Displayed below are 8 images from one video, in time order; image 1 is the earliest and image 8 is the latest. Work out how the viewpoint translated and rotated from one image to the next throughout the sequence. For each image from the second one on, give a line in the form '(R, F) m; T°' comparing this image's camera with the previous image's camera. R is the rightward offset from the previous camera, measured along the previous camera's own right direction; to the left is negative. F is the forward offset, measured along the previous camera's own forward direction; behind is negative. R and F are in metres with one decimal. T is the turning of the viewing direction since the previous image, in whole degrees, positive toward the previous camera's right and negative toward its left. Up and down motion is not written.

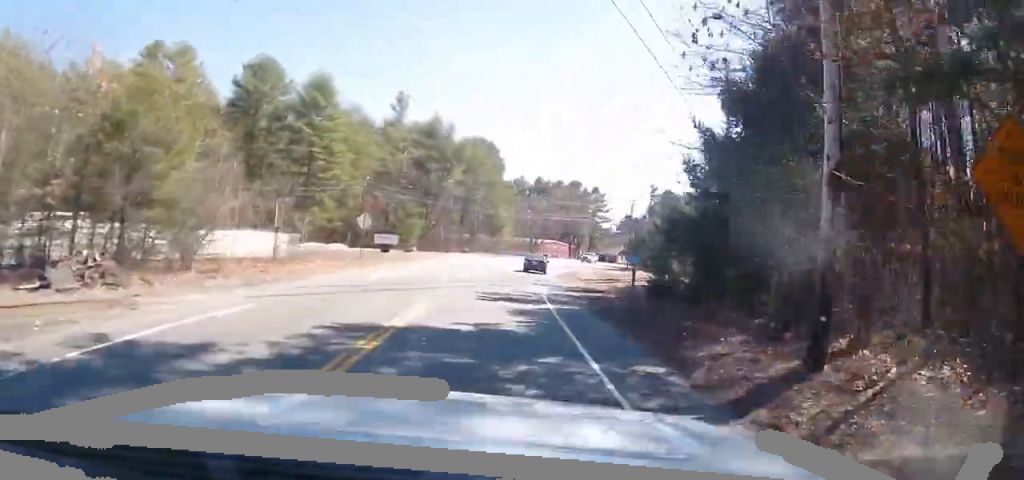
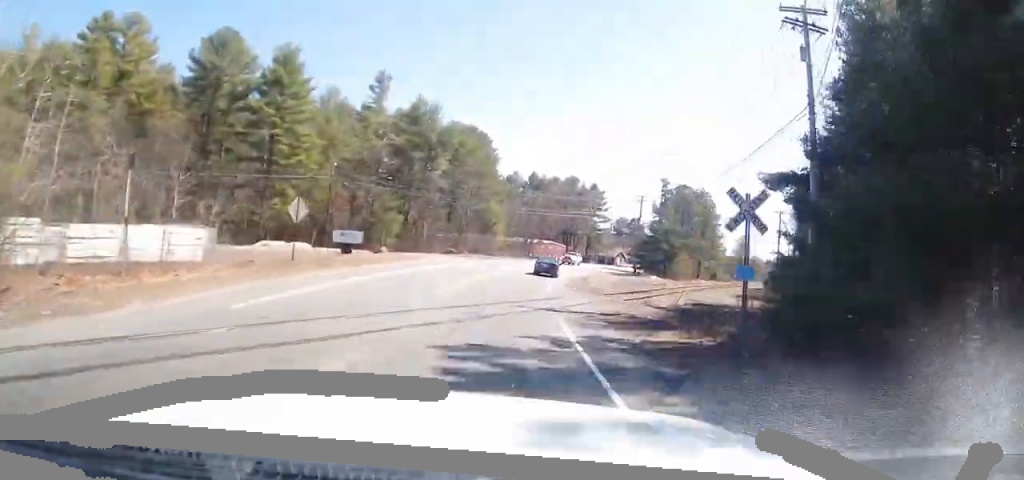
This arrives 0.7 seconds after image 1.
(-0.2, +11.3) m; +2°
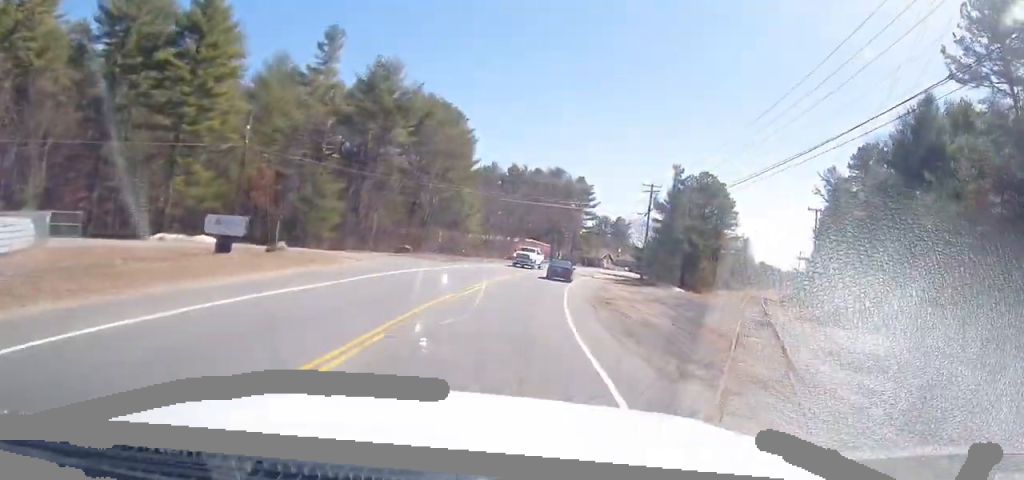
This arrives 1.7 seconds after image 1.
(+0.9, +16.8) m; +3°
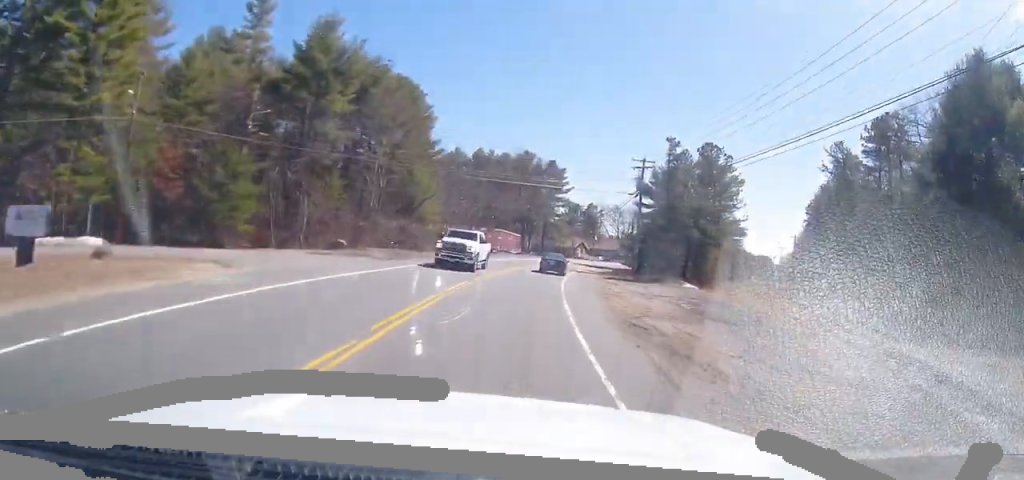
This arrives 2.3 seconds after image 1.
(0.0, +11.1) m; 0°
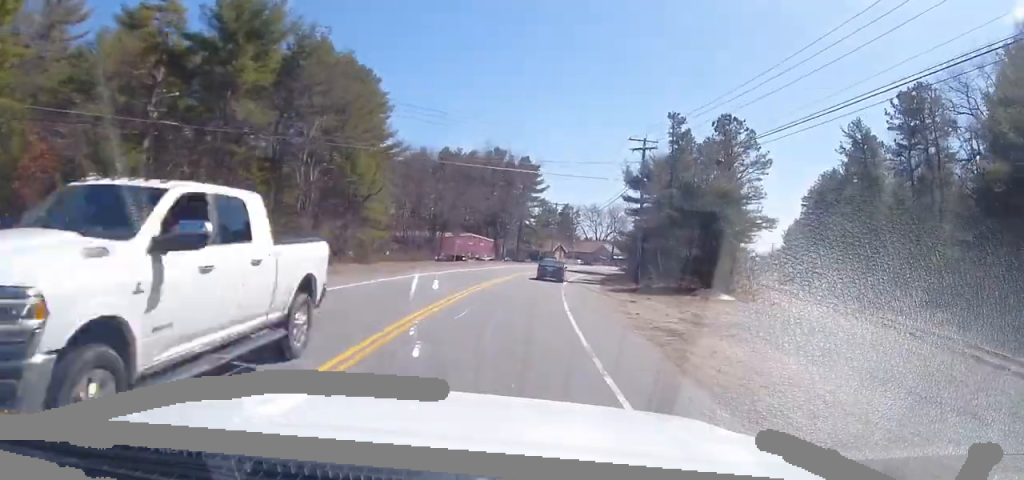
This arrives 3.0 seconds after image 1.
(0.0, +11.6) m; +1°
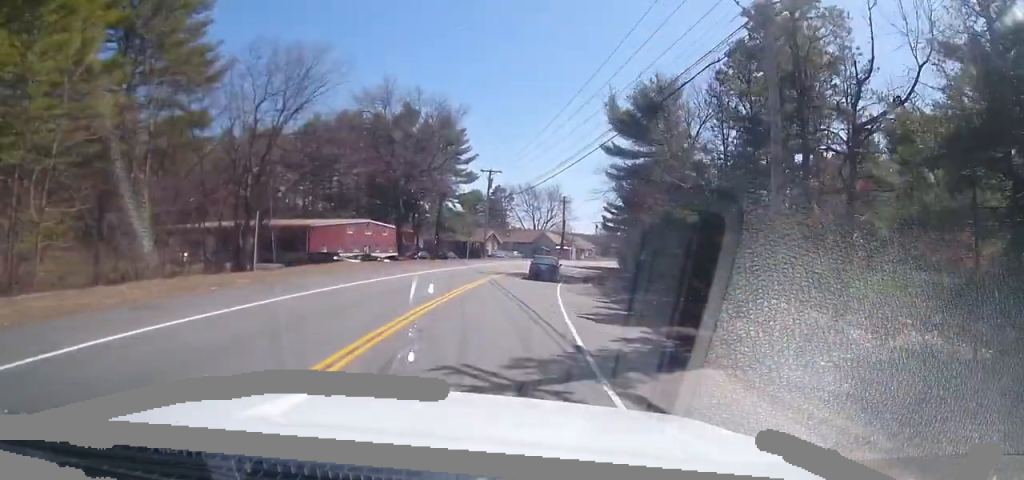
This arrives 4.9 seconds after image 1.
(+2.1, +30.5) m; +8°
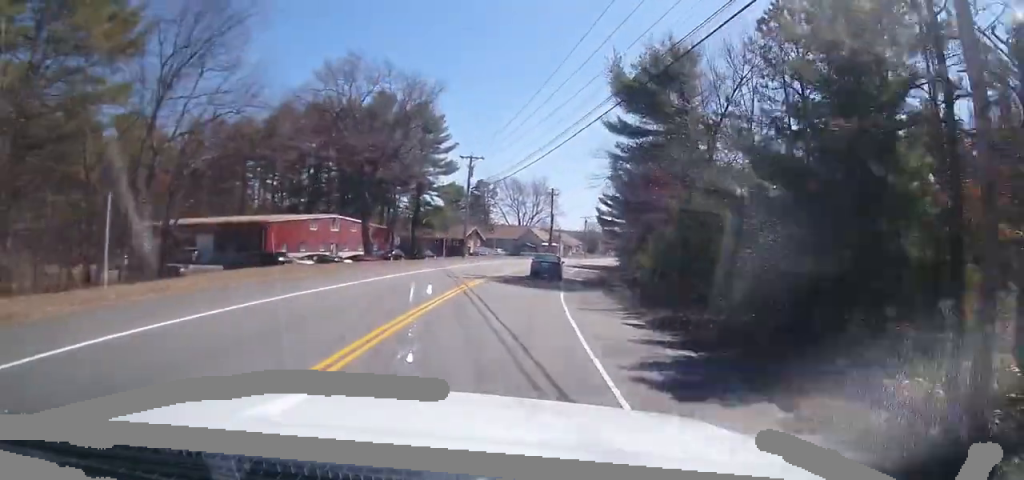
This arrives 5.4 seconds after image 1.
(0.0, +7.7) m; +1°
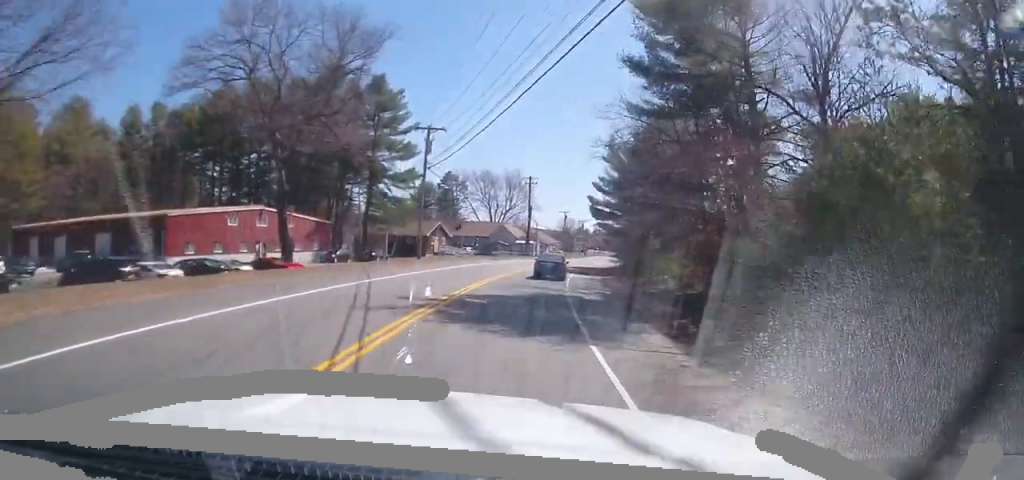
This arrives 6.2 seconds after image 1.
(+0.2, +13.1) m; +2°
